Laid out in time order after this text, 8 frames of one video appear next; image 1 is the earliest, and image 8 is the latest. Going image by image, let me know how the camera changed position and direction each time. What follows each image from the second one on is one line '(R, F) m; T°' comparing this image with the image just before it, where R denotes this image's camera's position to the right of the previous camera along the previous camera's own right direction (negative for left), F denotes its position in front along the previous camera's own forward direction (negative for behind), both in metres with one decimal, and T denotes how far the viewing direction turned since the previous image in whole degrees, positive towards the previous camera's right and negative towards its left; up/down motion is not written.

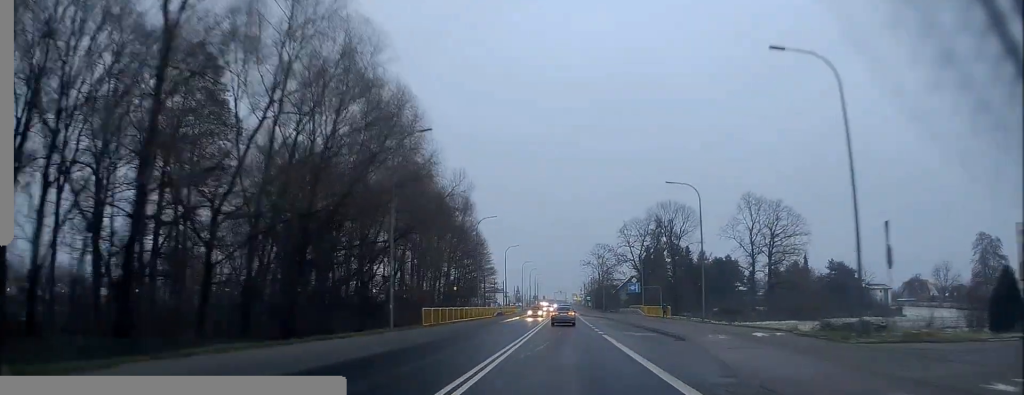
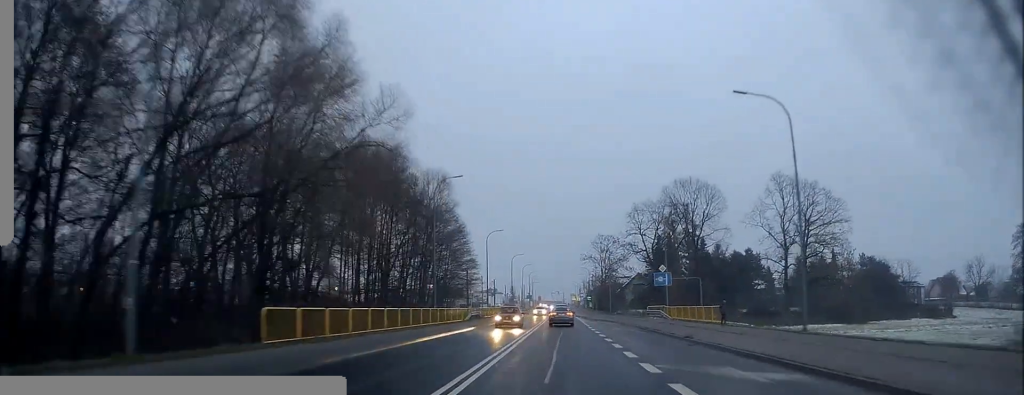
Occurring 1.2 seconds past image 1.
(+0.1, +19.0) m; 0°
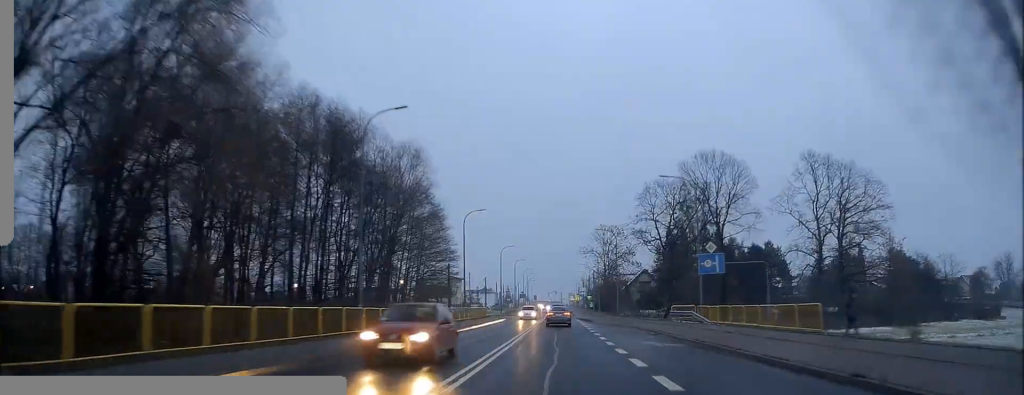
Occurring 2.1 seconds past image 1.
(-0.2, +14.7) m; 0°
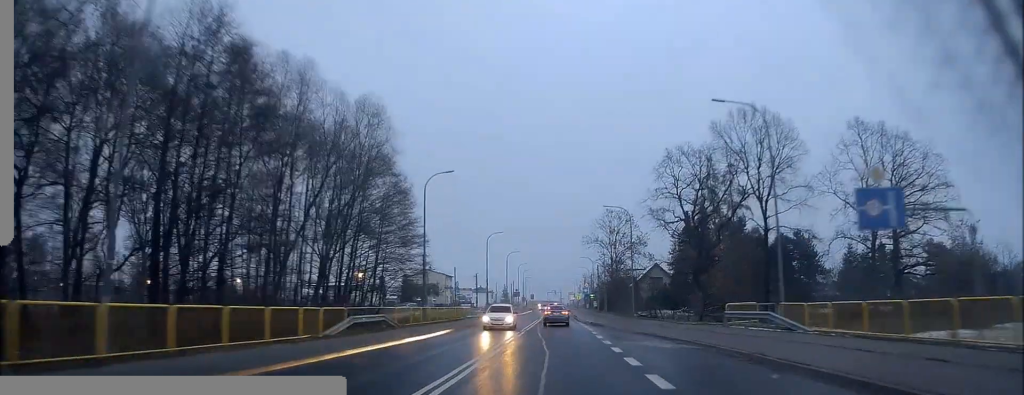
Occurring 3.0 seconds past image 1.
(0.0, +15.8) m; 0°
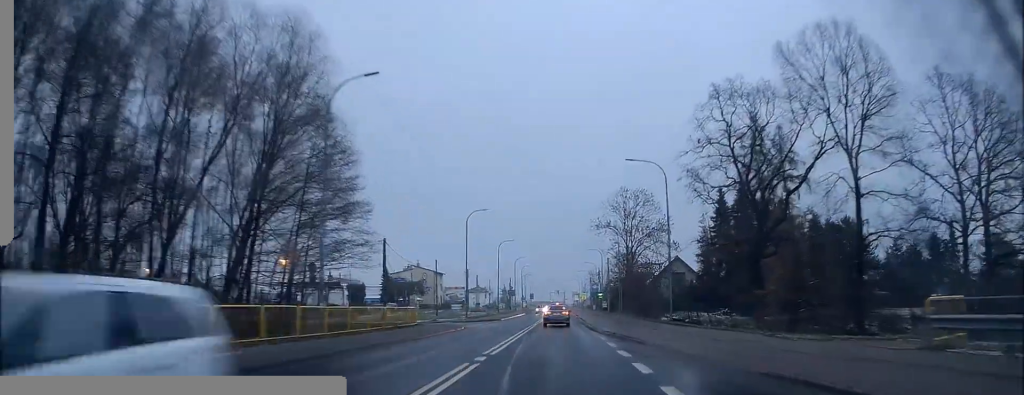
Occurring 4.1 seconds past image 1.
(0.0, +17.7) m; +1°
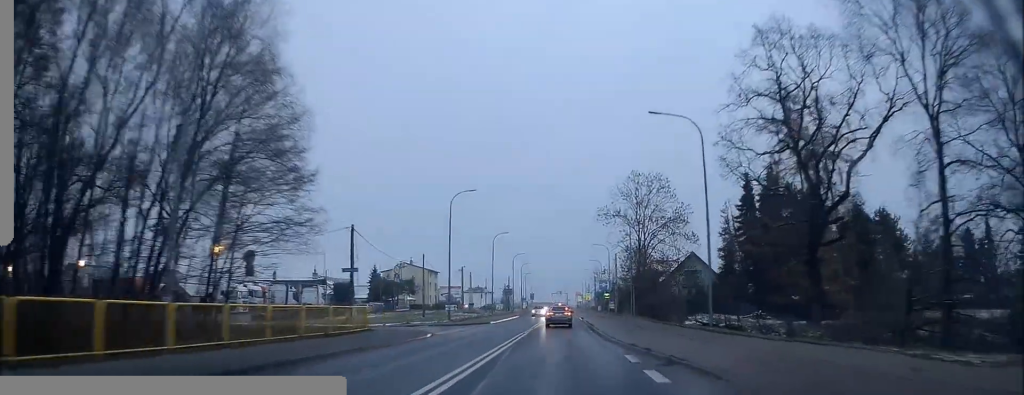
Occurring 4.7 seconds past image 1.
(0.0, +9.4) m; 0°
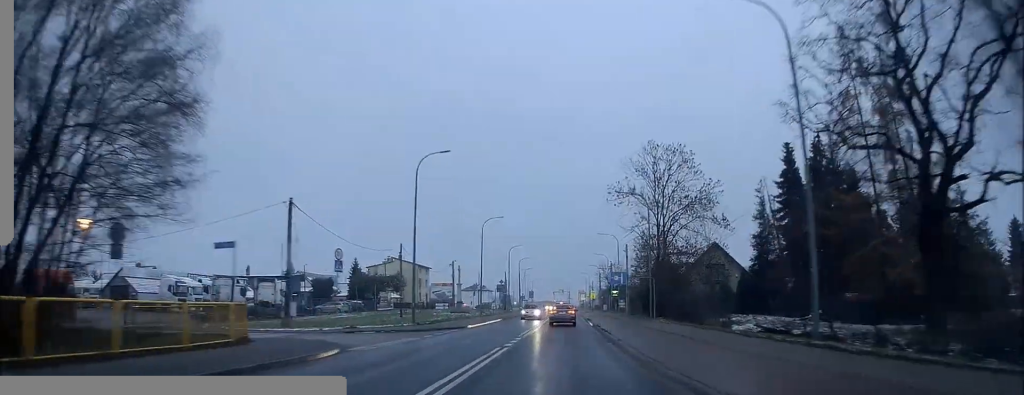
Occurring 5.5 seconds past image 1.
(+0.3, +11.8) m; 0°
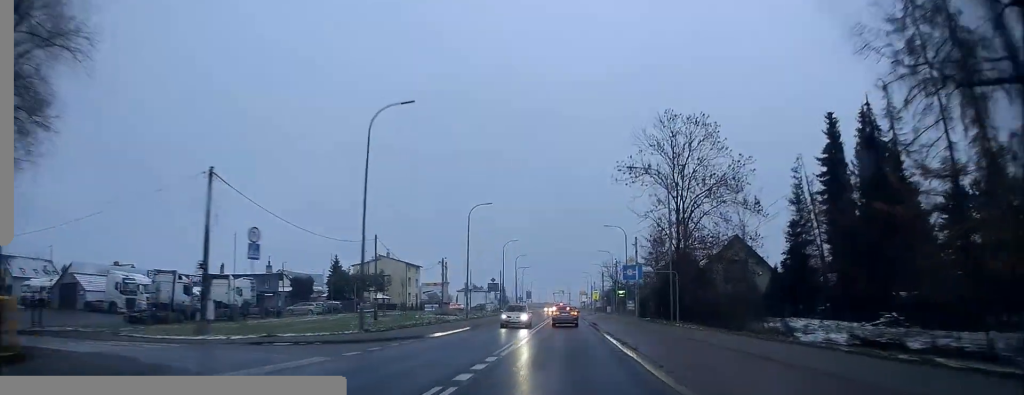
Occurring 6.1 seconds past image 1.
(-0.2, +9.1) m; -1°
